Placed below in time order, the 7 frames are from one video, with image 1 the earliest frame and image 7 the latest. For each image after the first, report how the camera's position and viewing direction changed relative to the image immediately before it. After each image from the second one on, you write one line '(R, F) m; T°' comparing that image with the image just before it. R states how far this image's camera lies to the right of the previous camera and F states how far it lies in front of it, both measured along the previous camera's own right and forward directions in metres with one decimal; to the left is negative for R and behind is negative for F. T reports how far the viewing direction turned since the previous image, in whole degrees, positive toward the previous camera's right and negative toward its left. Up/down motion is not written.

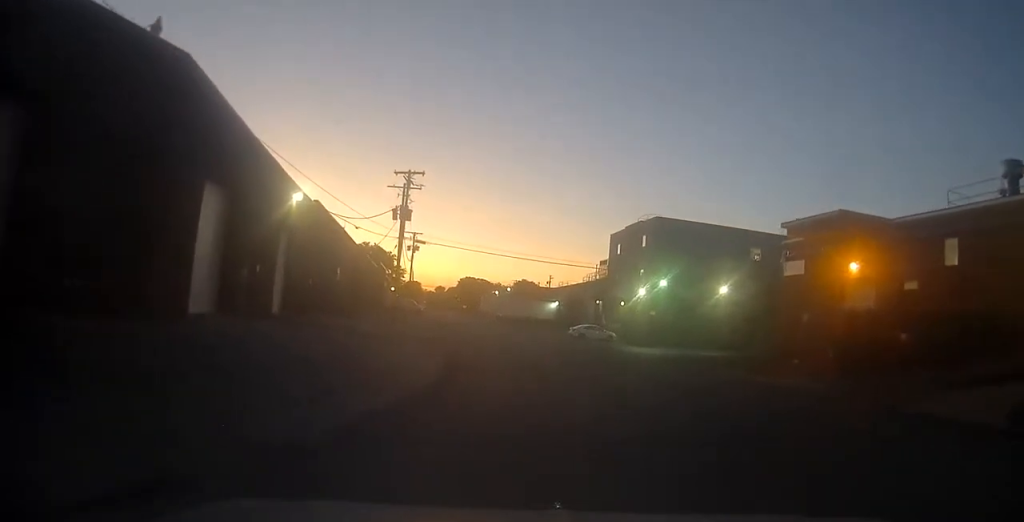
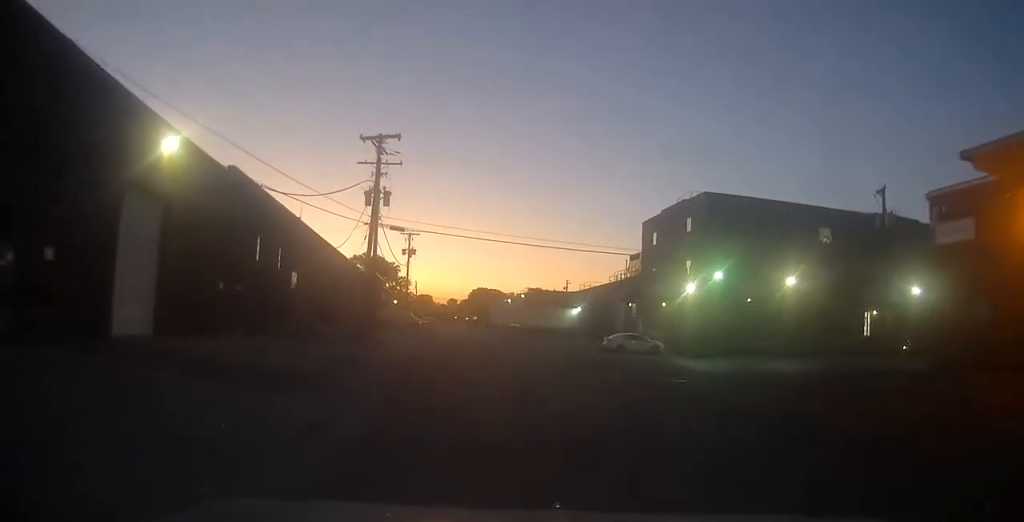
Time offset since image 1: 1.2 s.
(+0.1, +12.2) m; +1°
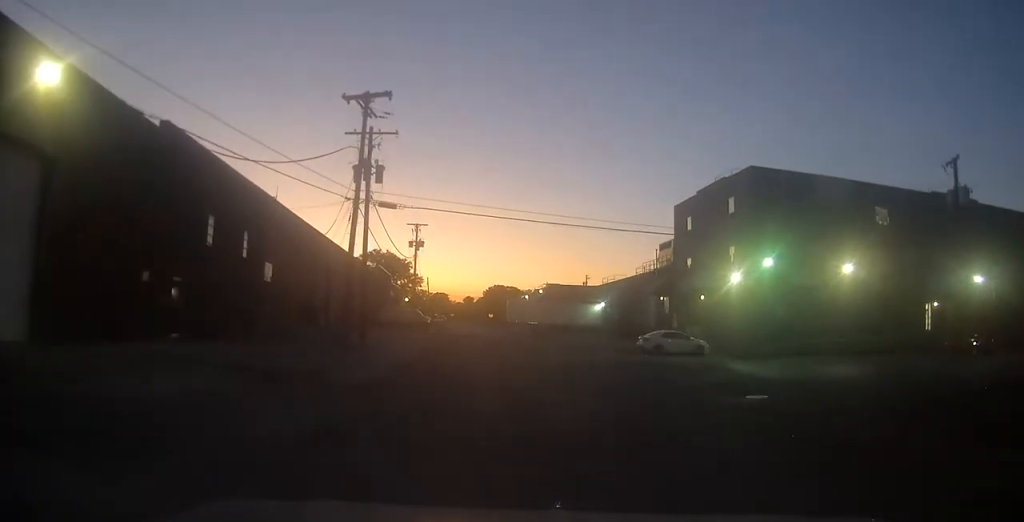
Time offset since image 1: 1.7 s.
(0.0, +6.3) m; 0°
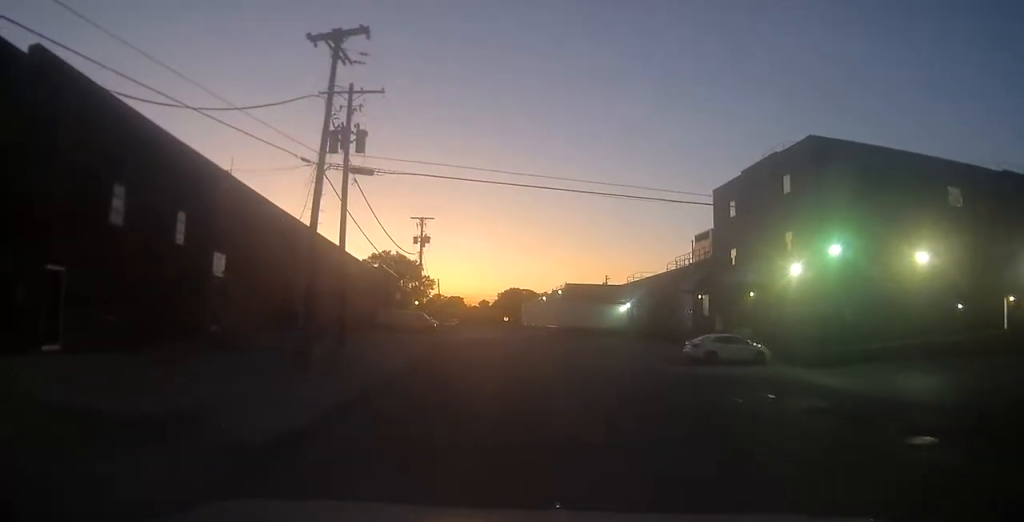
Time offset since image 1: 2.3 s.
(0.0, +6.9) m; -2°
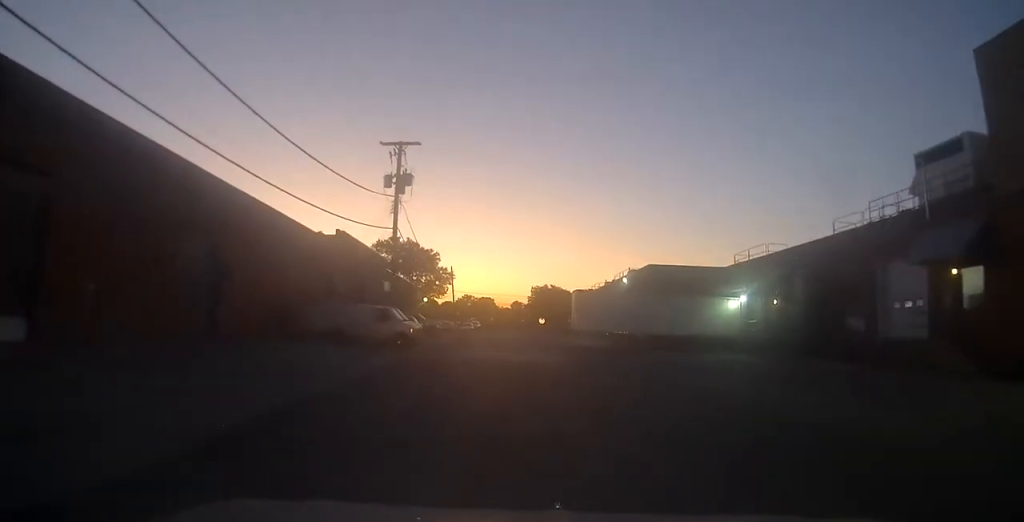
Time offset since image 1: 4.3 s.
(-2.0, +26.9) m; -6°
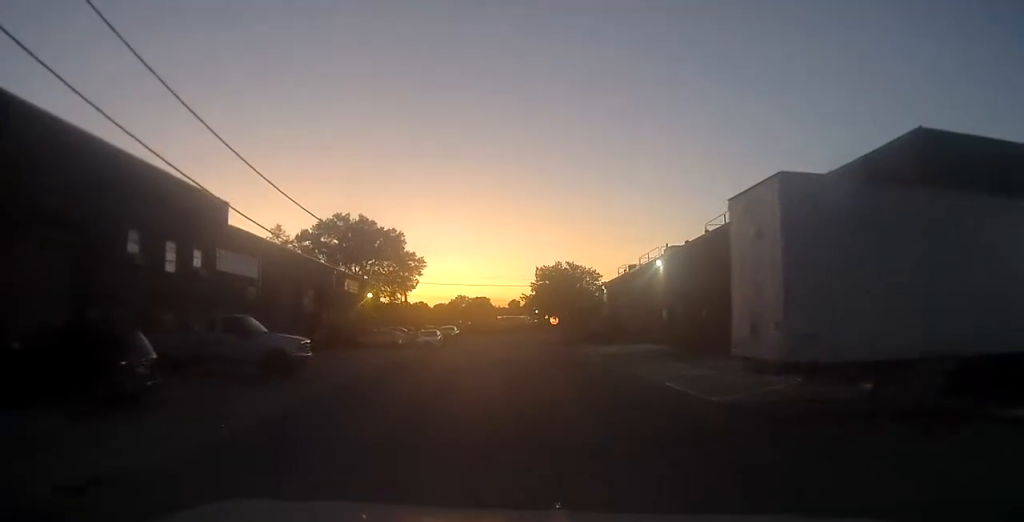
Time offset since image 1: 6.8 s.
(-0.3, +35.4) m; -1°
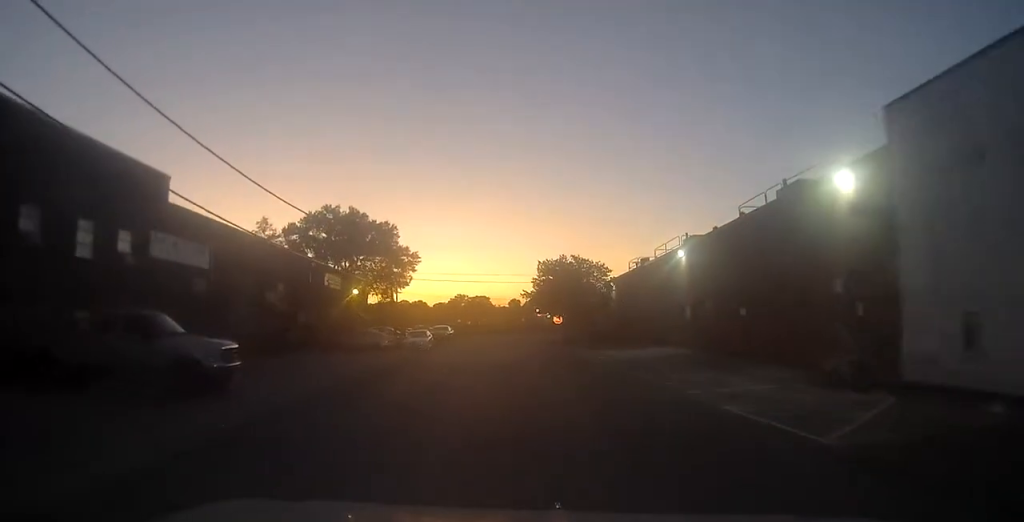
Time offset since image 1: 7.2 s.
(0.0, +5.6) m; 0°
